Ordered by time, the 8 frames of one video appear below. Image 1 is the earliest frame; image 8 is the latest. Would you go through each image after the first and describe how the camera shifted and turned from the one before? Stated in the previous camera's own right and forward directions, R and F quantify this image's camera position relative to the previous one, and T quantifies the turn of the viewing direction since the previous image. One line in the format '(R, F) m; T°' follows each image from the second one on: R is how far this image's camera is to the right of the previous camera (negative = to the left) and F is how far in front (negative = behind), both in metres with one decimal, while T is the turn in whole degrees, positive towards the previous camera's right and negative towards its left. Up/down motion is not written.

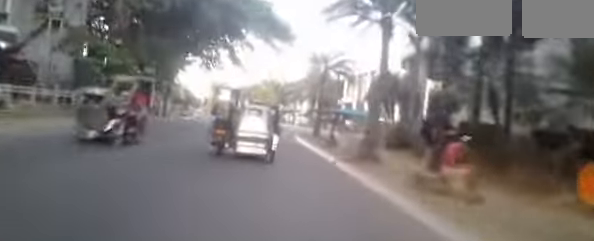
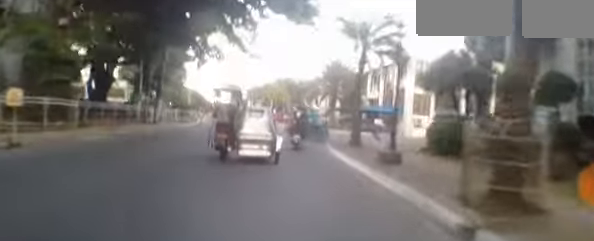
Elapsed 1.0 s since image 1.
(-0.1, +5.6) m; -5°
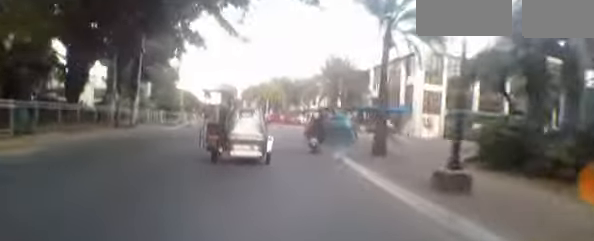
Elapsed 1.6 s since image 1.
(-0.1, +3.1) m; -2°
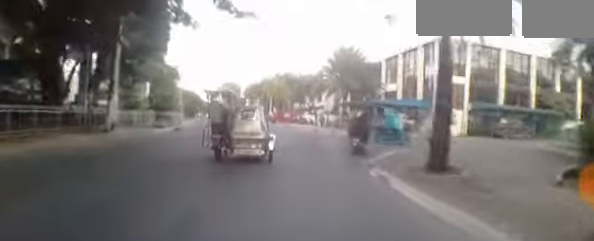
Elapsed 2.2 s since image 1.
(-0.2, +3.3) m; 0°
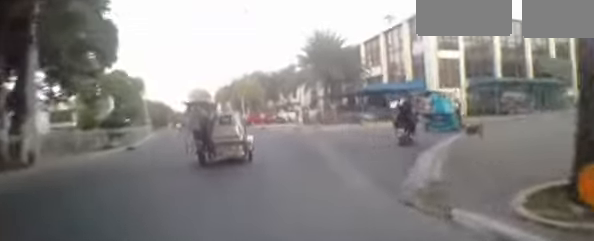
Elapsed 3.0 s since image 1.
(+0.2, +3.9) m; +11°
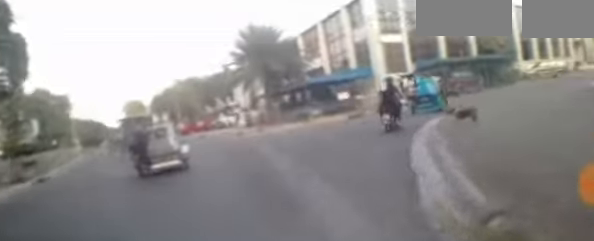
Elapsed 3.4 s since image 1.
(-0.1, +1.9) m; +7°
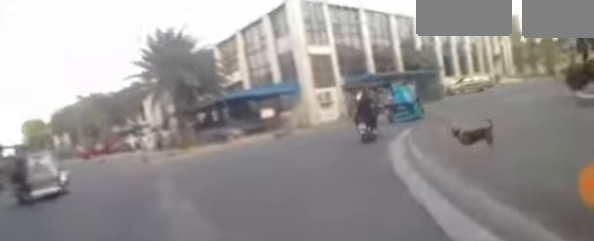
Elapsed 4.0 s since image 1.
(+0.5, +2.6) m; +15°
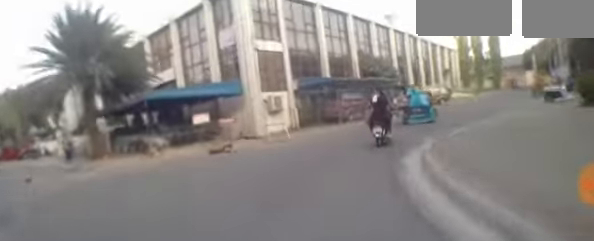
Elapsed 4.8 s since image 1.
(+0.5, +3.2) m; +13°
